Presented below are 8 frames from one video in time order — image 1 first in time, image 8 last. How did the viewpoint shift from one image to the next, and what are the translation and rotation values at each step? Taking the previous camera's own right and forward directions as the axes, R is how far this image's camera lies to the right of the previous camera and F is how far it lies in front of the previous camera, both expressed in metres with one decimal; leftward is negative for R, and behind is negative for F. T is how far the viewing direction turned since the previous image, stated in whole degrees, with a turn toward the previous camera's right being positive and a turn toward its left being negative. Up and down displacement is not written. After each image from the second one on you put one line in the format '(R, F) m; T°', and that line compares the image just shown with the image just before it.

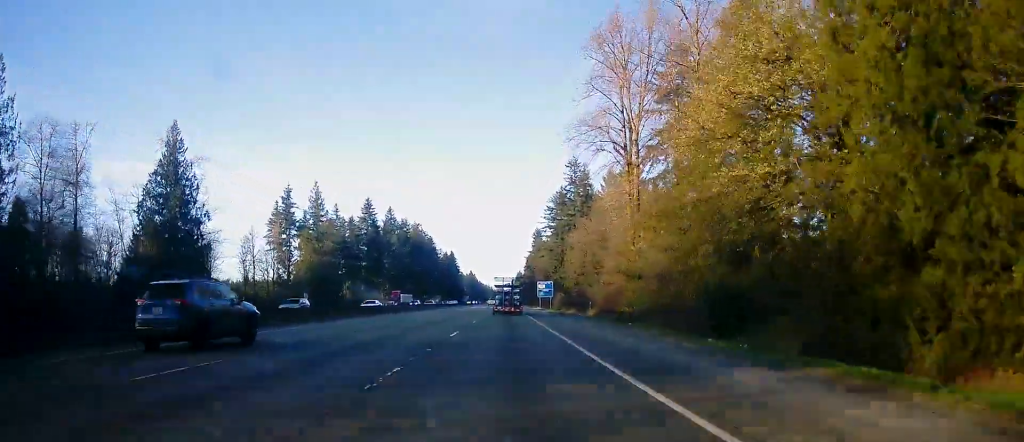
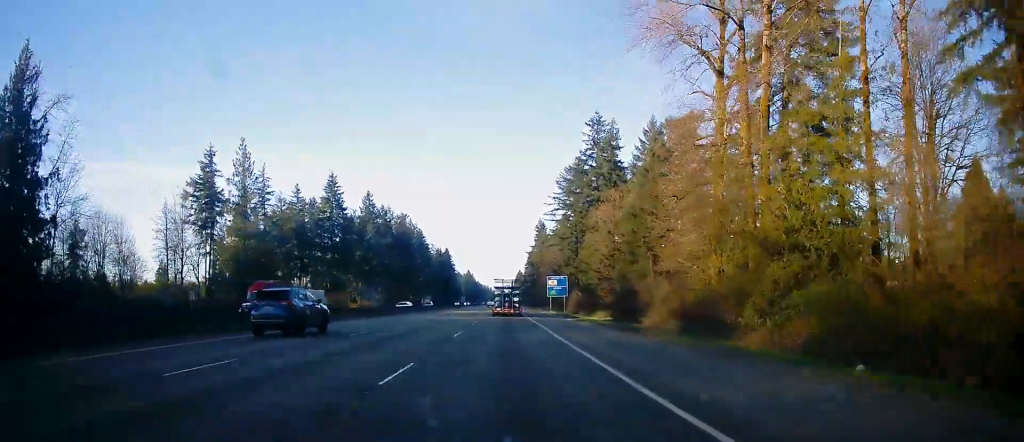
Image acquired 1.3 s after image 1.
(+0.4, +35.8) m; +1°
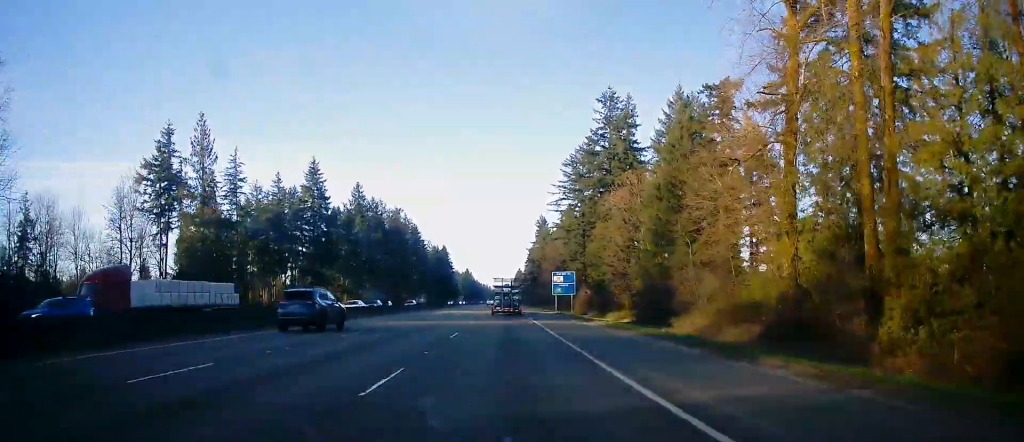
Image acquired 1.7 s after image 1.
(0.0, +13.2) m; -1°
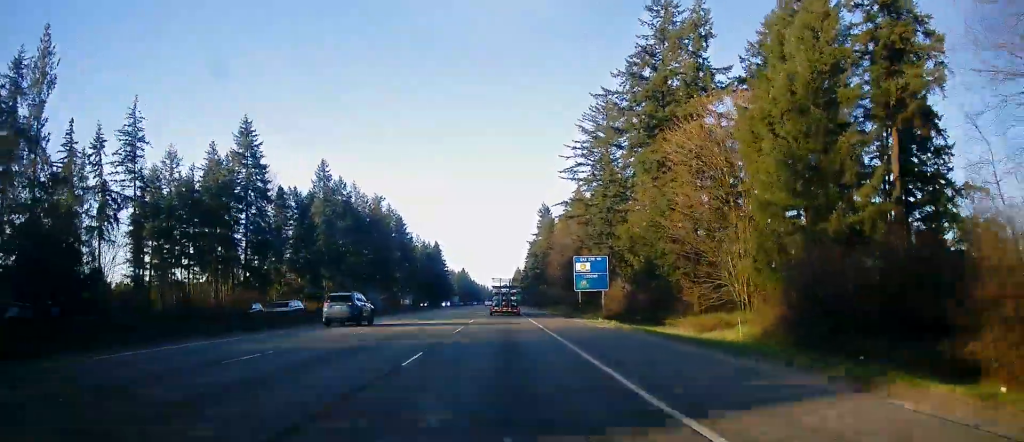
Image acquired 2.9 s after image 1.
(-0.5, +32.8) m; -1°
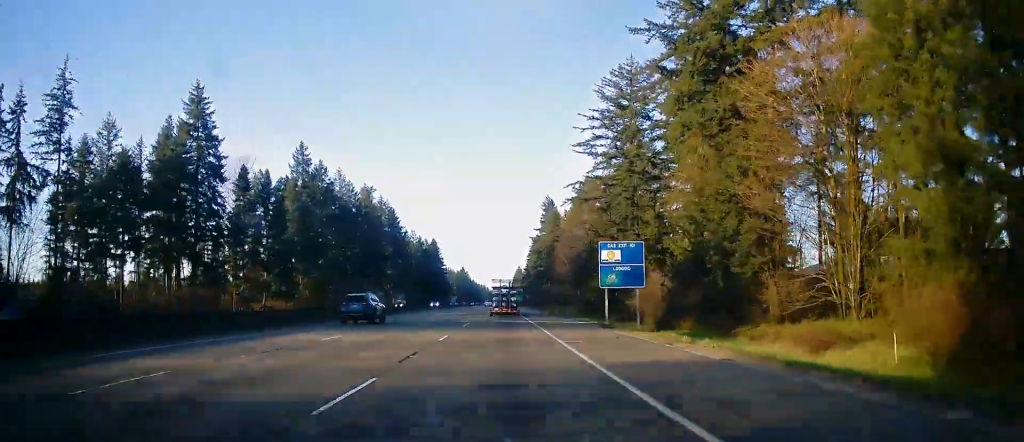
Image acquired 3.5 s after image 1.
(-0.1, +16.9) m; 0°
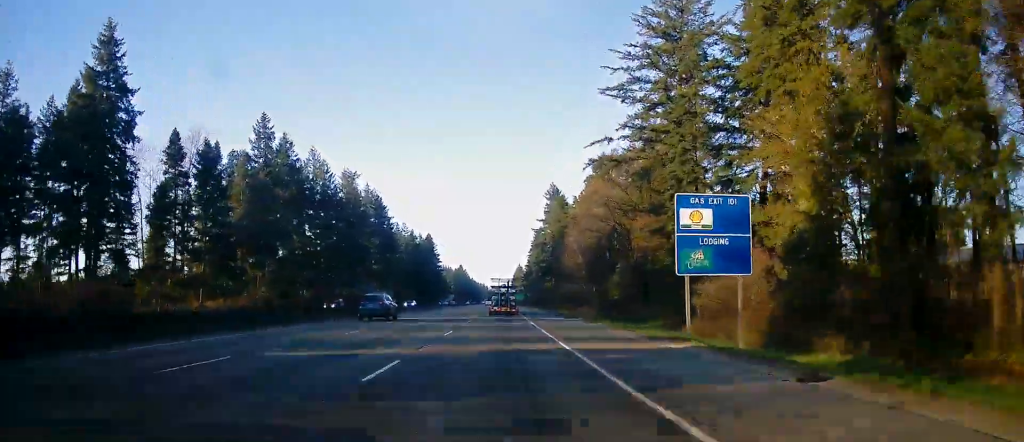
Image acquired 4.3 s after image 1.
(+0.5, +21.7) m; +1°
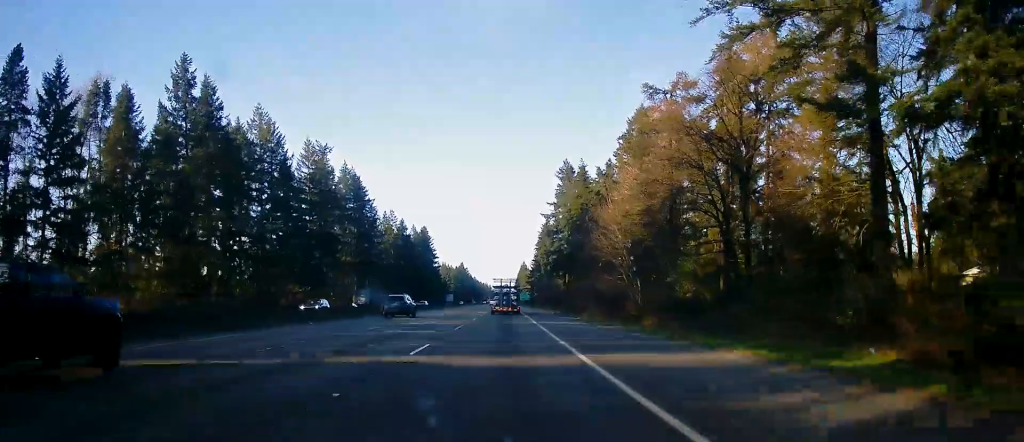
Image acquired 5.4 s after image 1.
(-0.3, +32.1) m; -1°
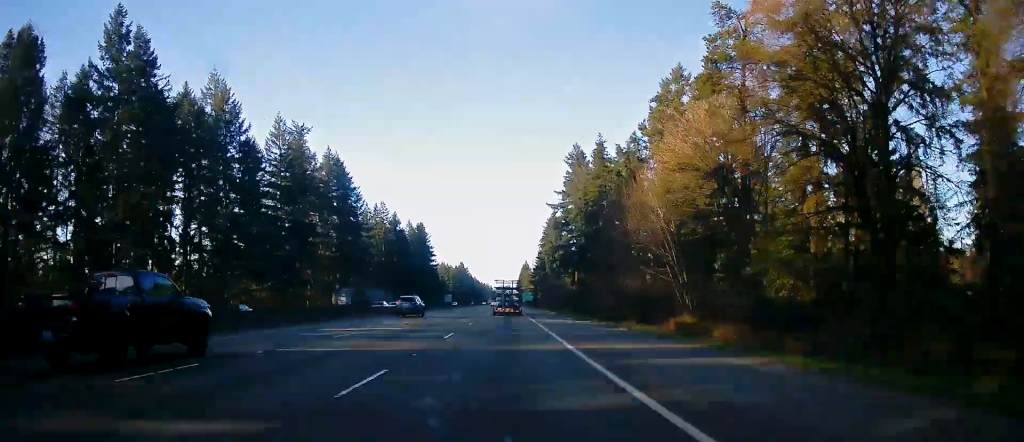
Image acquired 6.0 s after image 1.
(0.0, +18.0) m; 0°
